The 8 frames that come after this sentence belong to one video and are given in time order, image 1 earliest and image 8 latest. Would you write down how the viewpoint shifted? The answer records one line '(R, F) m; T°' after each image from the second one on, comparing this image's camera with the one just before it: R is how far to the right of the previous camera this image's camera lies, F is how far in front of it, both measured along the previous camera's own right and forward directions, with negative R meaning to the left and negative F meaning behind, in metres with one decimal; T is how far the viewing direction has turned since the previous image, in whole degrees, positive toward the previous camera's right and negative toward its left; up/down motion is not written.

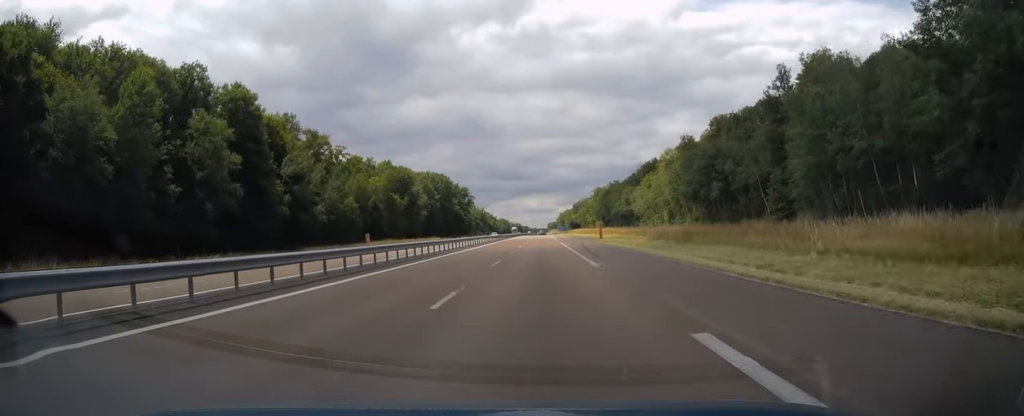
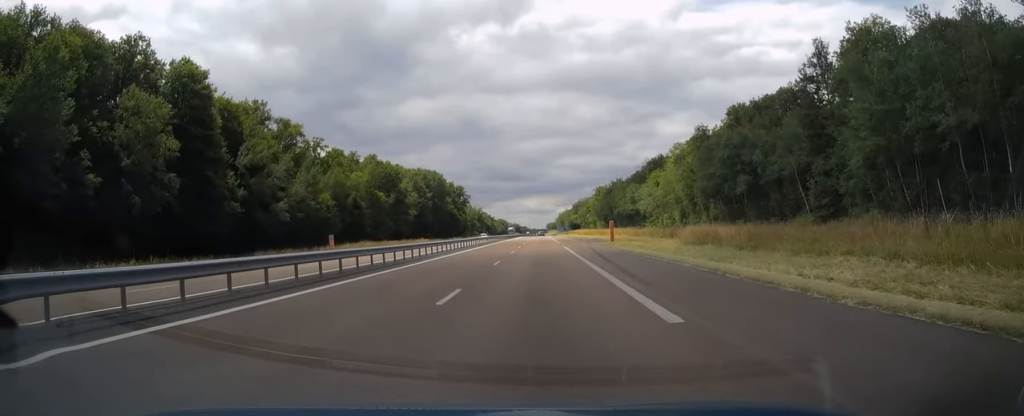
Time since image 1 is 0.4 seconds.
(+0.1, +12.2) m; 0°
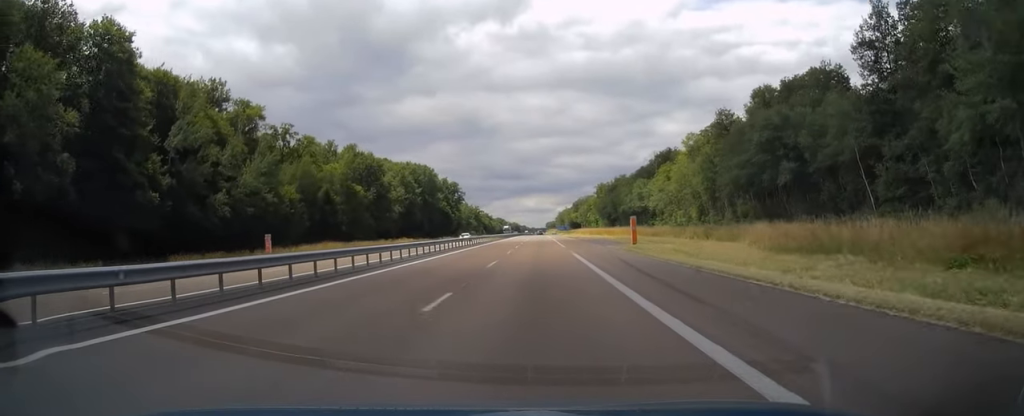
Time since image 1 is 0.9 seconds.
(-0.1, +14.2) m; 0°
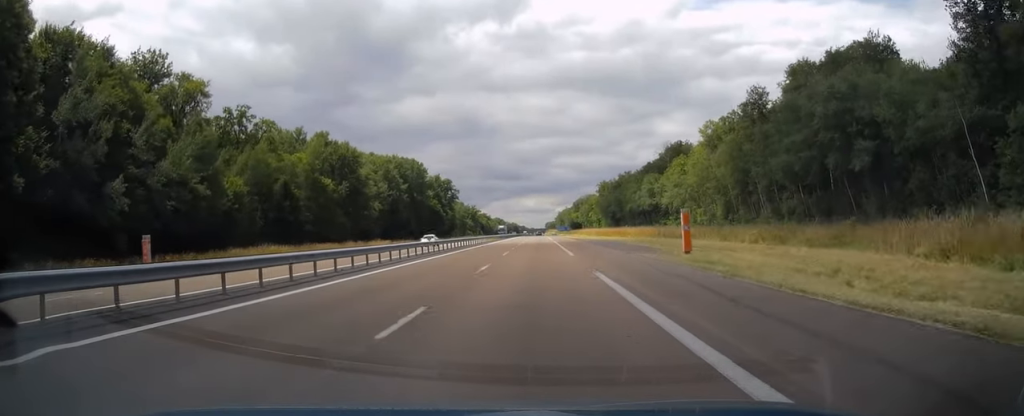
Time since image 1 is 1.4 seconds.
(-0.1, +15.7) m; 0°
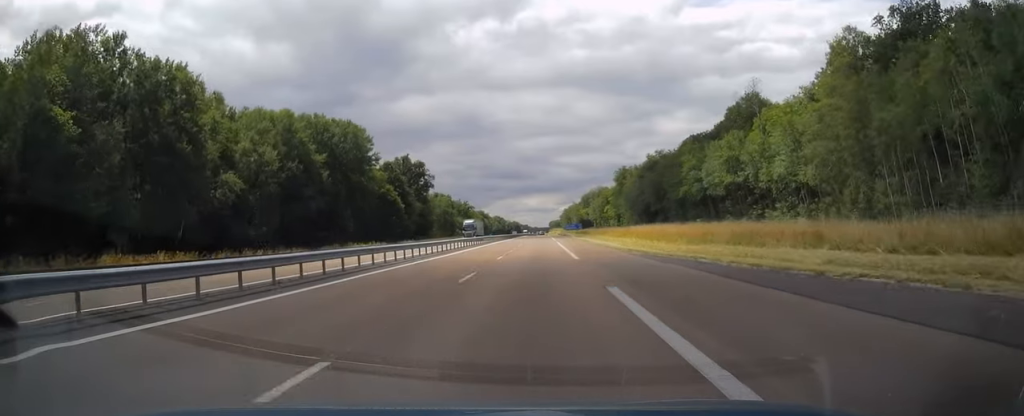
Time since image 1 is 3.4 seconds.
(+0.4, +56.8) m; 0°
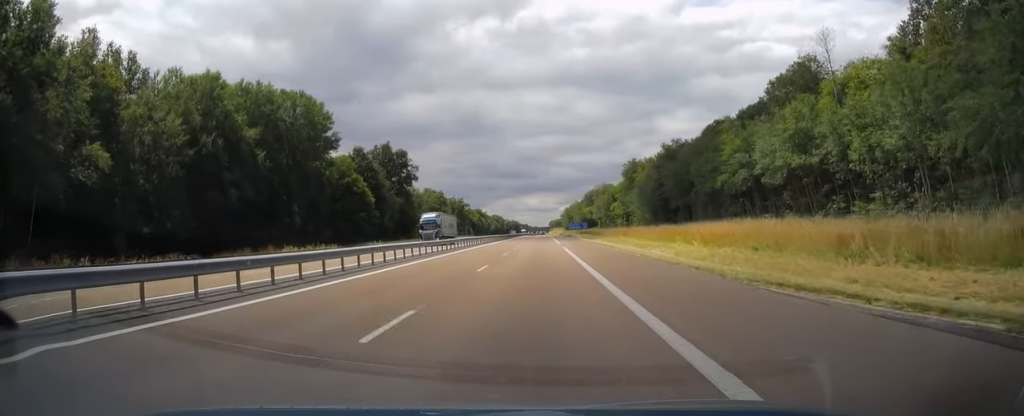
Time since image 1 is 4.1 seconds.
(-0.1, +22.1) m; 0°
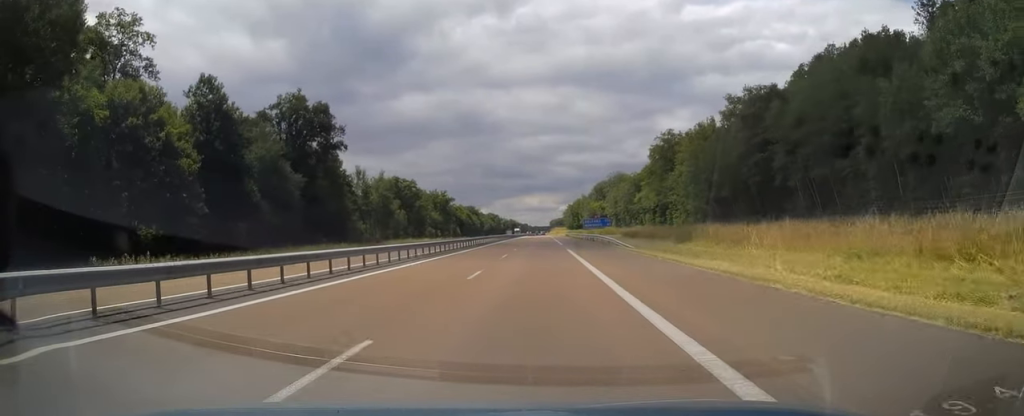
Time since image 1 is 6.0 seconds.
(+0.1, +55.6) m; 0°
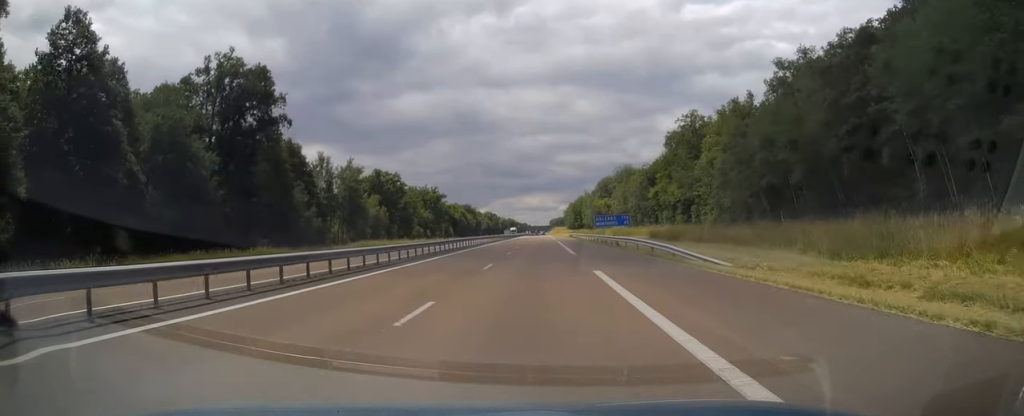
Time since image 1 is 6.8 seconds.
(0.0, +22.1) m; 0°
